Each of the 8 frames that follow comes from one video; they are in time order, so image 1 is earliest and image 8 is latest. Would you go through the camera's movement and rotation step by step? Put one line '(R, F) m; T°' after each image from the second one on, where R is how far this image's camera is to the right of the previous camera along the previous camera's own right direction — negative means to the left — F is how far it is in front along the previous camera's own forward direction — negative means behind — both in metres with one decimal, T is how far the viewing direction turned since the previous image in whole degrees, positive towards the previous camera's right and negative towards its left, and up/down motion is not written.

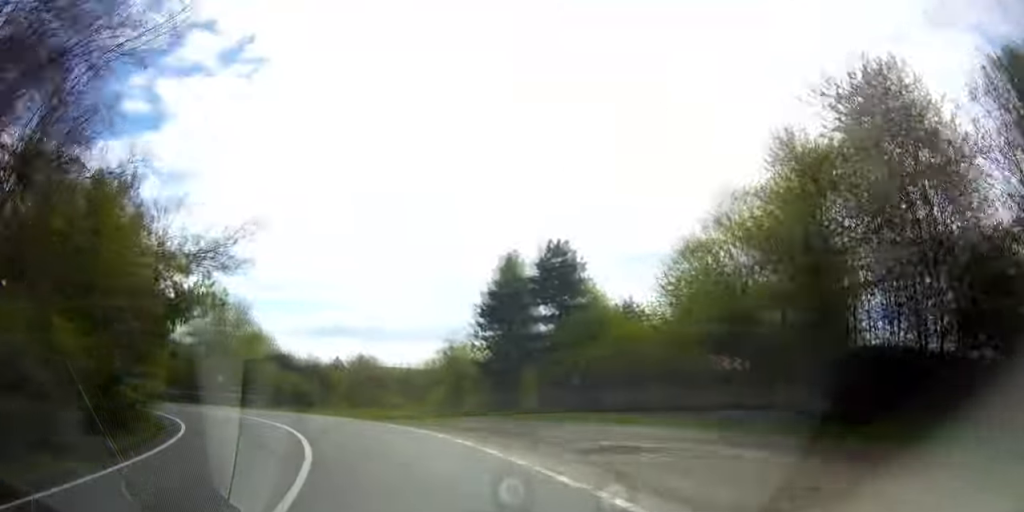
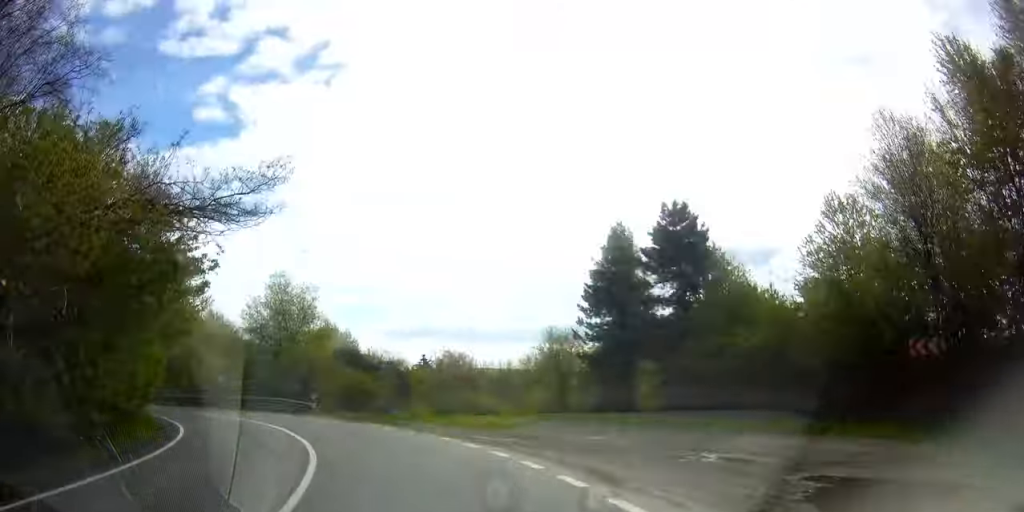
(+0.4, +7.4) m; +3°
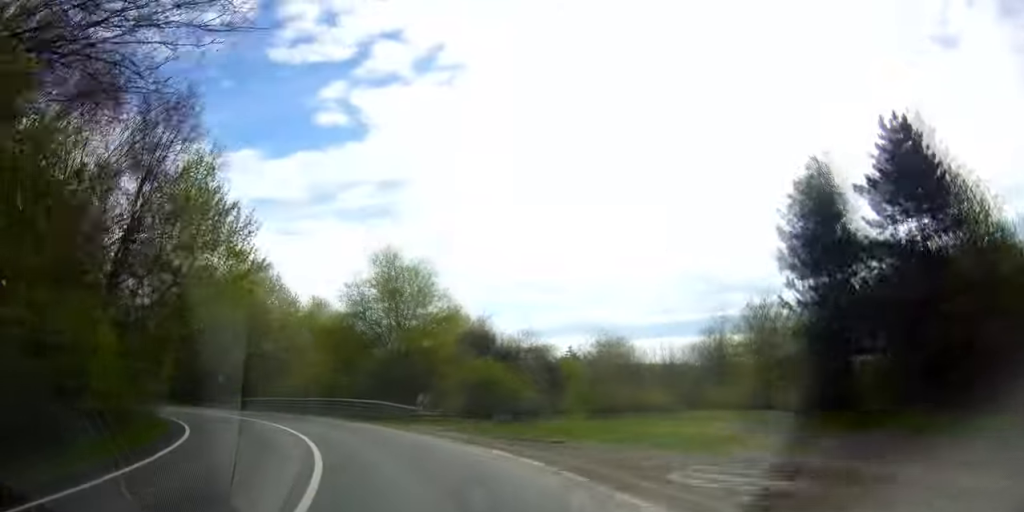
(0.0, +10.9) m; 0°
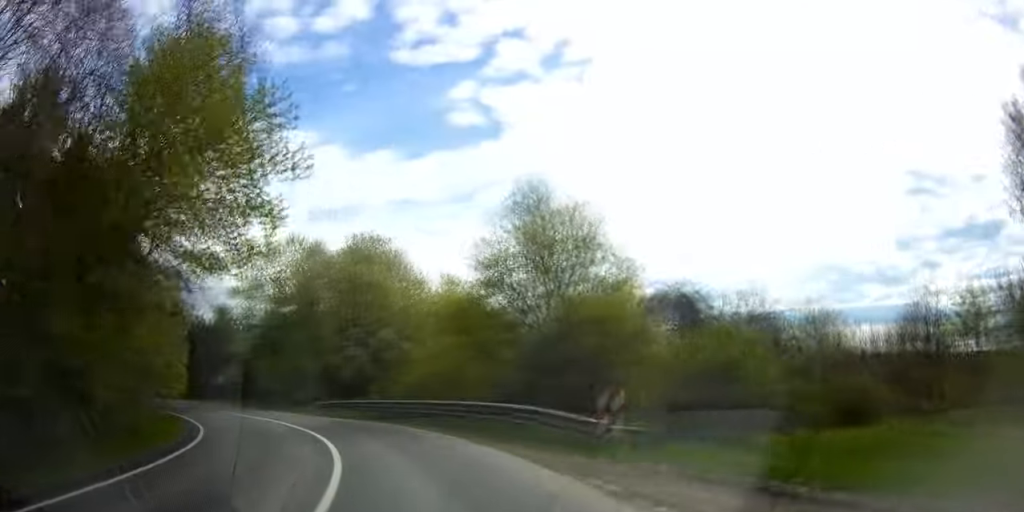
(0.0, +11.8) m; 0°
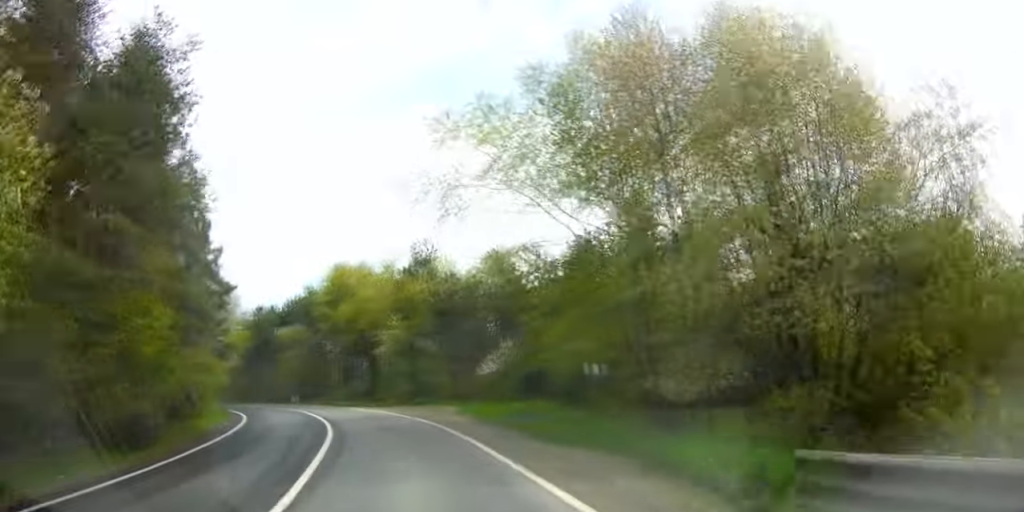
(-6.8, +28.7) m; -31°
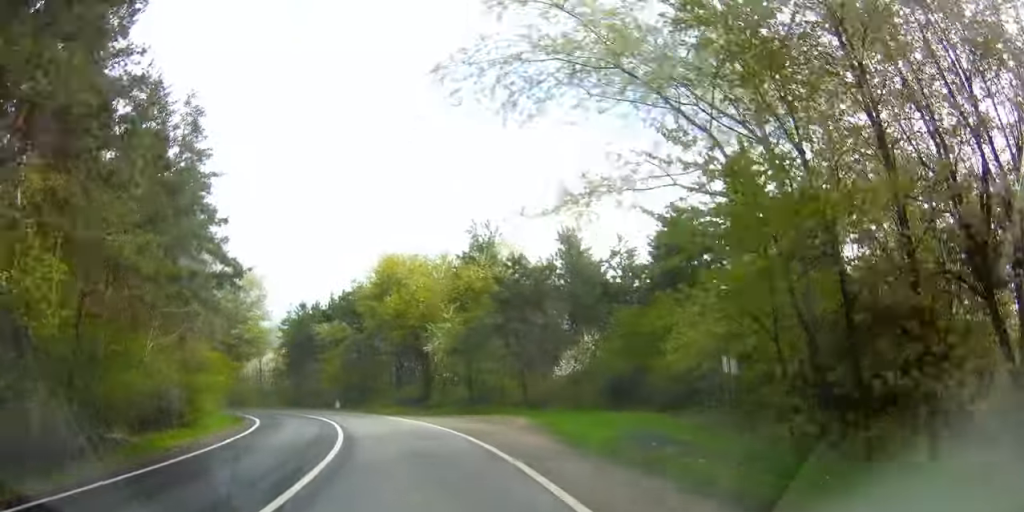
(-0.3, +6.5) m; -7°
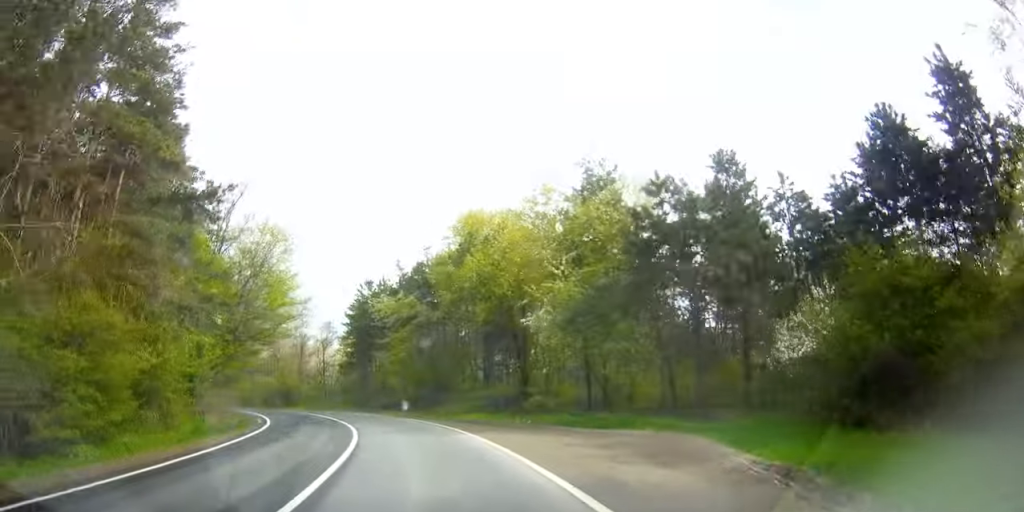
(-0.9, +10.9) m; -12°
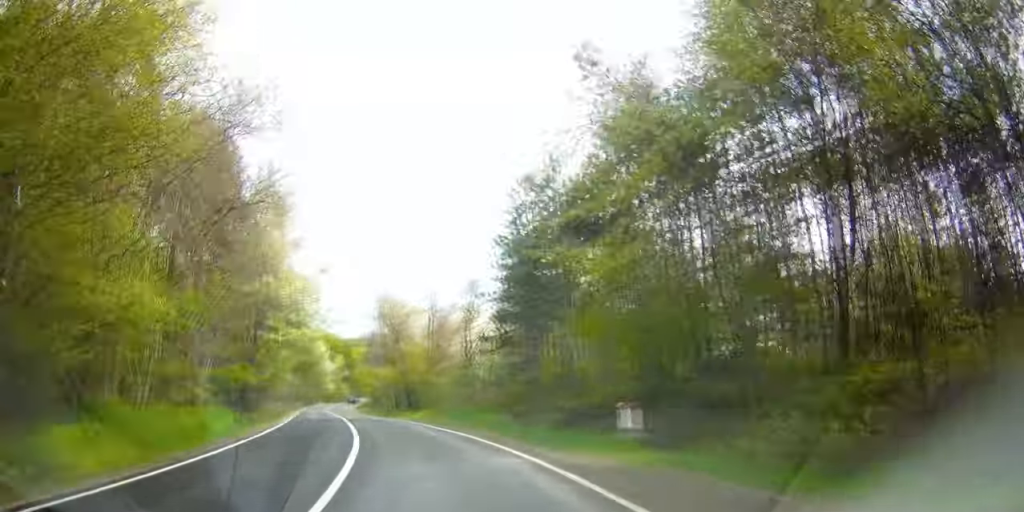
(-3.8, +22.0) m; -14°
